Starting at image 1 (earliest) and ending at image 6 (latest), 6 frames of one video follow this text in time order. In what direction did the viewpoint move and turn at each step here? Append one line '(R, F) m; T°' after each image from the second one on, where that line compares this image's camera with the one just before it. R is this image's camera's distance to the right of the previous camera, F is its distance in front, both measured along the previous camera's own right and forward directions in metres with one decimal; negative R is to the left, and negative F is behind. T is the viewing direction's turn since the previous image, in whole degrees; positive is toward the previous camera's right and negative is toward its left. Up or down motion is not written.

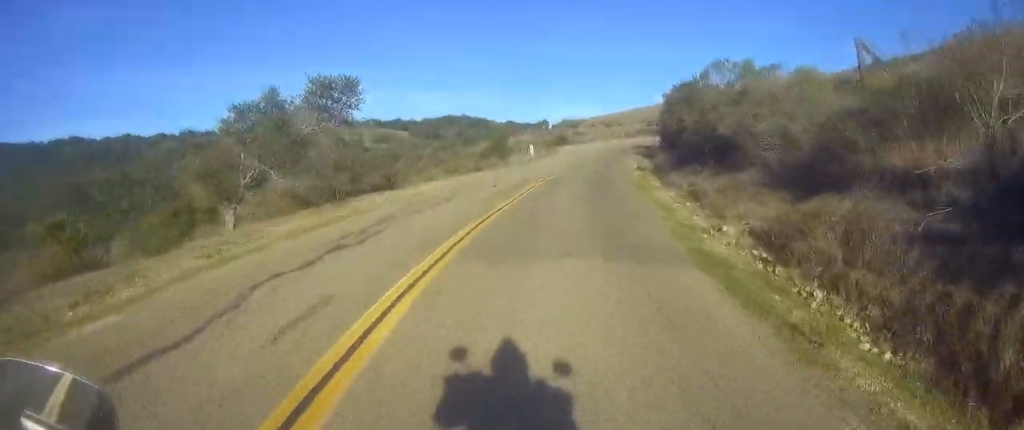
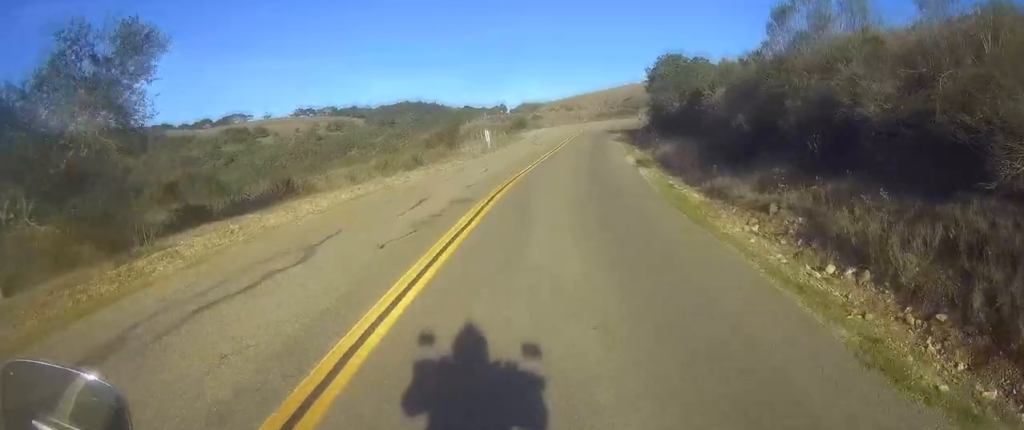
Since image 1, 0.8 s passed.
(0.0, +9.2) m; 0°
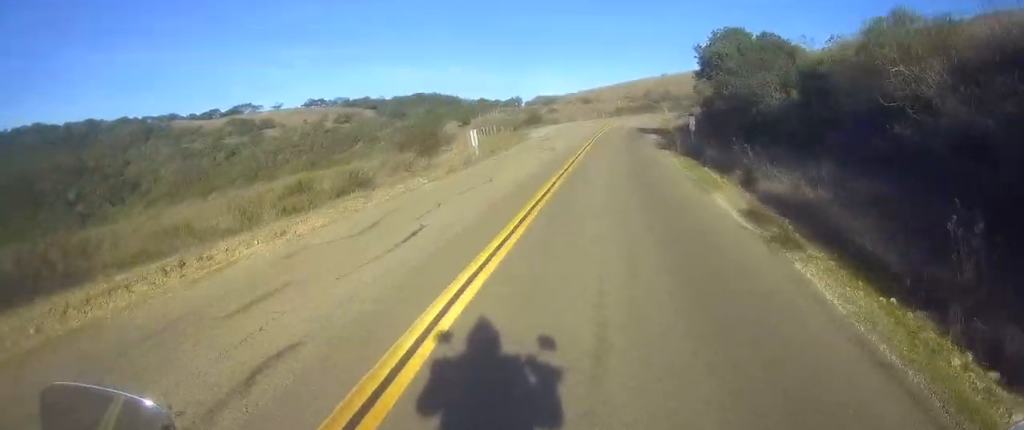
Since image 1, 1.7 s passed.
(0.0, +12.5) m; 0°
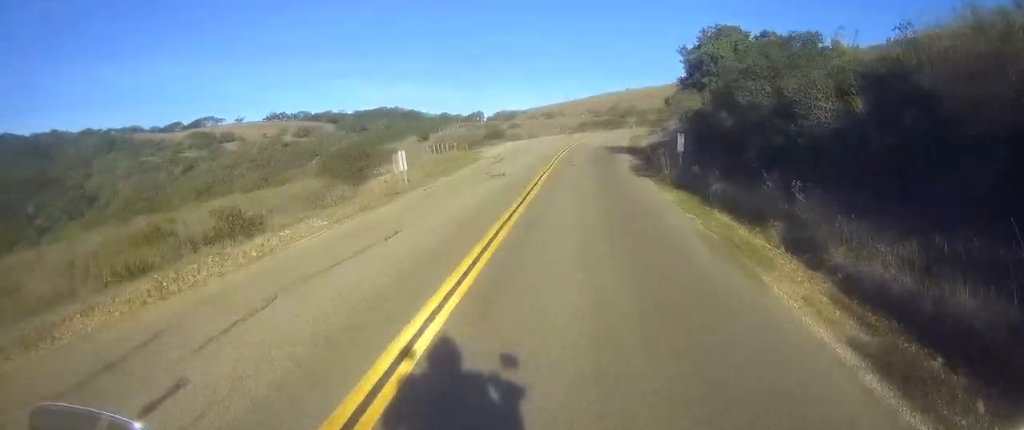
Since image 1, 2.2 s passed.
(0.0, +6.3) m; 0°
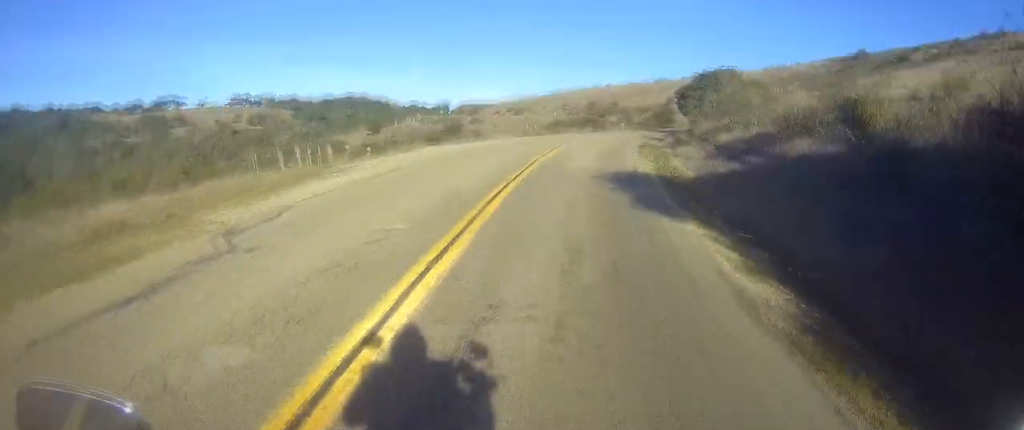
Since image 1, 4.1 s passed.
(0.0, +24.3) m; +2°
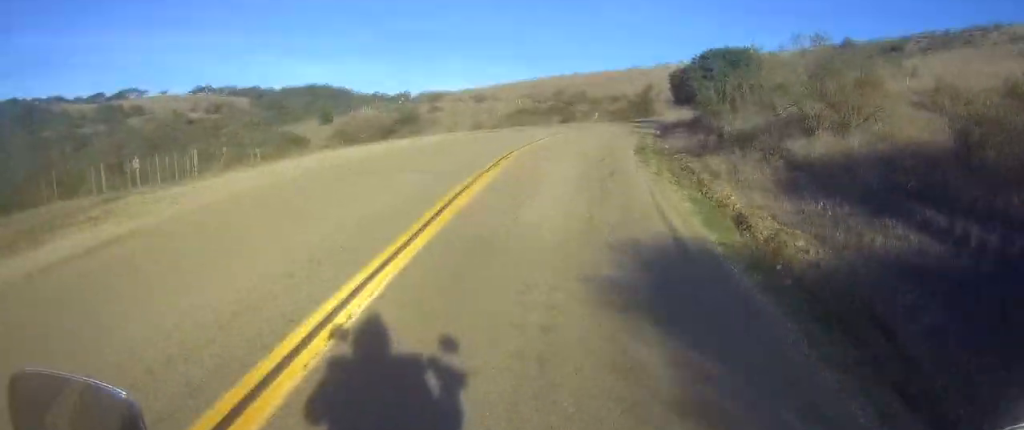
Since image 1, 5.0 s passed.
(+0.4, +11.5) m; +7°
